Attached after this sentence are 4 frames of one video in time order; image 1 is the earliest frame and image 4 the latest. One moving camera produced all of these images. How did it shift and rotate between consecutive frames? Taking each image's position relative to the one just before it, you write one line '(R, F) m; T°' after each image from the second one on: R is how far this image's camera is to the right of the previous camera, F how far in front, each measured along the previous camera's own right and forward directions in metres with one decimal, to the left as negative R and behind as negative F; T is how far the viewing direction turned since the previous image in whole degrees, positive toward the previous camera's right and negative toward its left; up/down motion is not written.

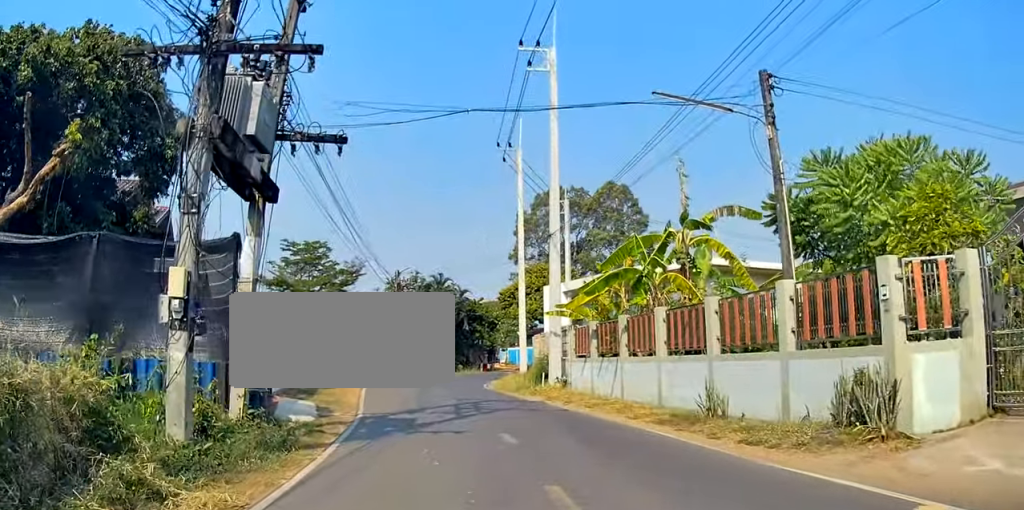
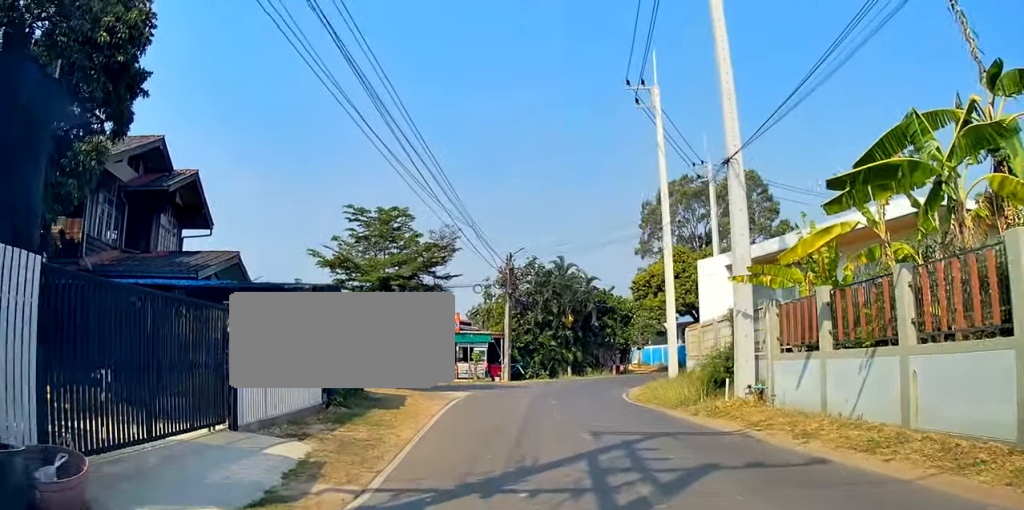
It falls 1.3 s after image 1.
(-0.8, +8.4) m; -7°
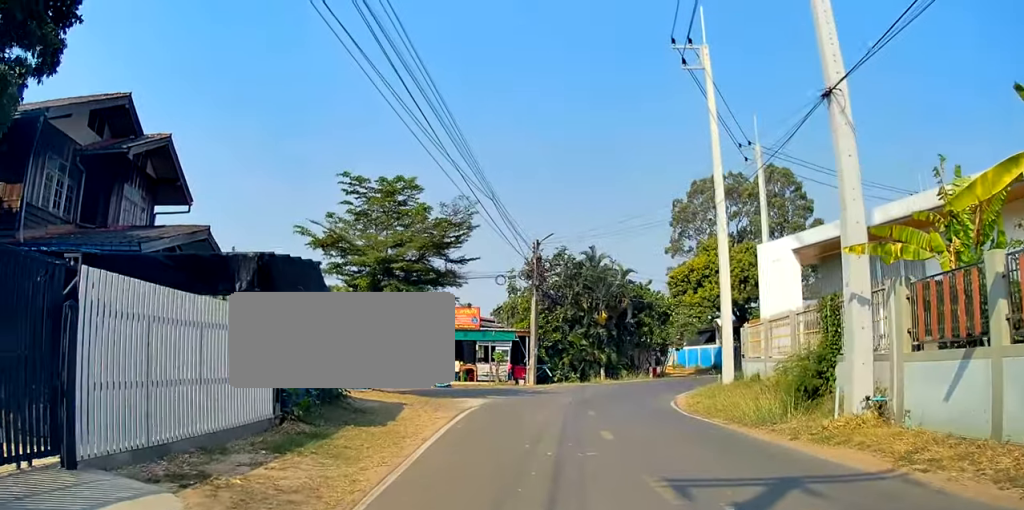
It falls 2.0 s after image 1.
(0.0, +4.0) m; 0°
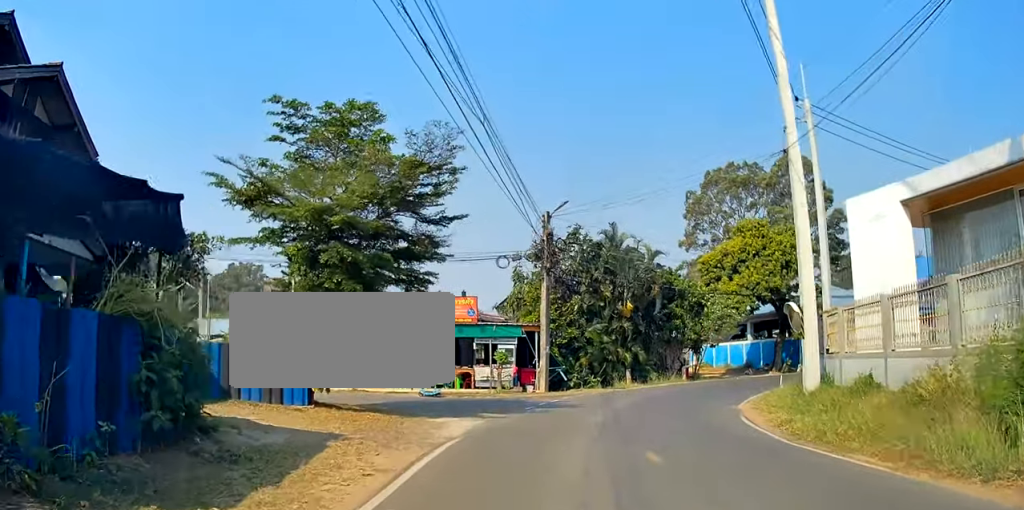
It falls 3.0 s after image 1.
(0.0, +6.2) m; 0°
